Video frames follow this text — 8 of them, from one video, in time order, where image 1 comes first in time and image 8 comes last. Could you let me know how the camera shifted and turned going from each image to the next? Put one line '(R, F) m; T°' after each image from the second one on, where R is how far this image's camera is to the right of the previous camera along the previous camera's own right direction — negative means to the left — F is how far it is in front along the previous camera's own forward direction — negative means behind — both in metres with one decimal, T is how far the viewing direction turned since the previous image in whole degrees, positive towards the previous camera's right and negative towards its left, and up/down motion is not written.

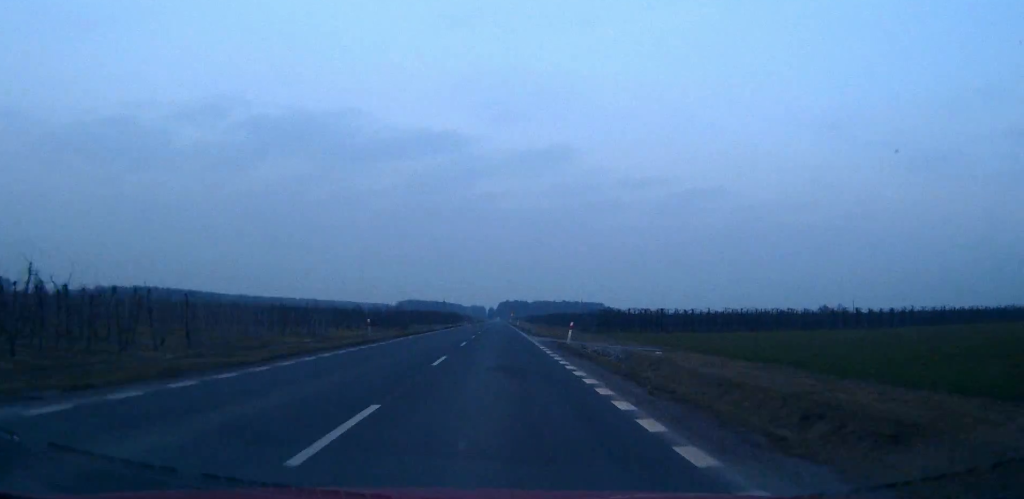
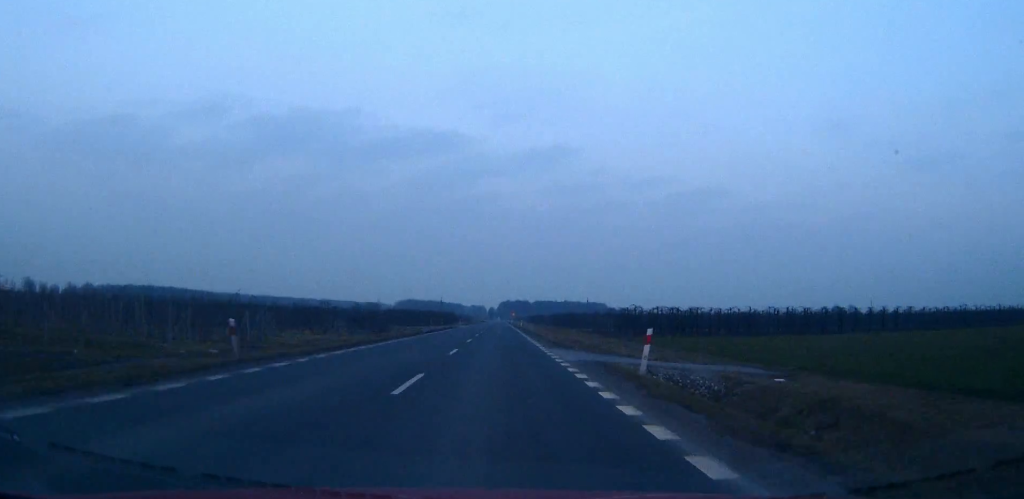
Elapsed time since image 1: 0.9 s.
(0.0, +18.6) m; 0°
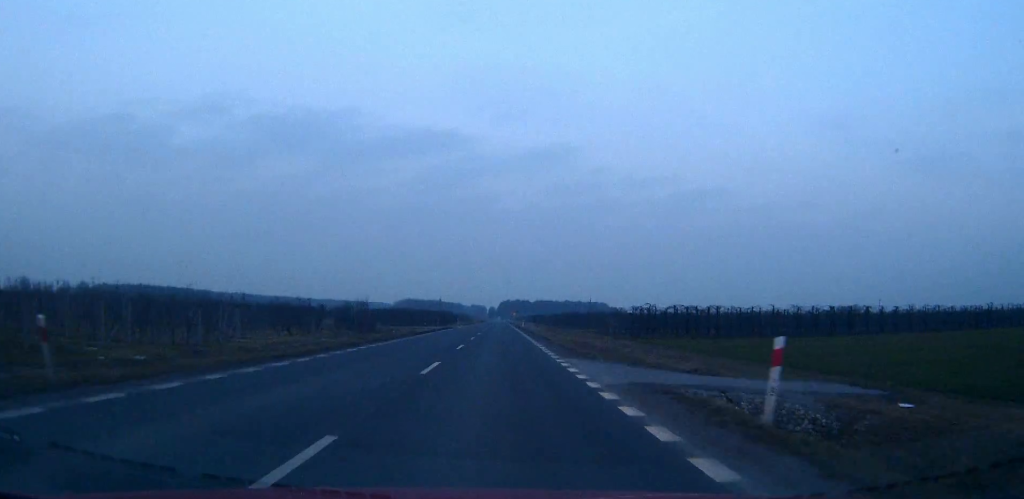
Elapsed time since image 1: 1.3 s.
(0.0, +8.1) m; 0°
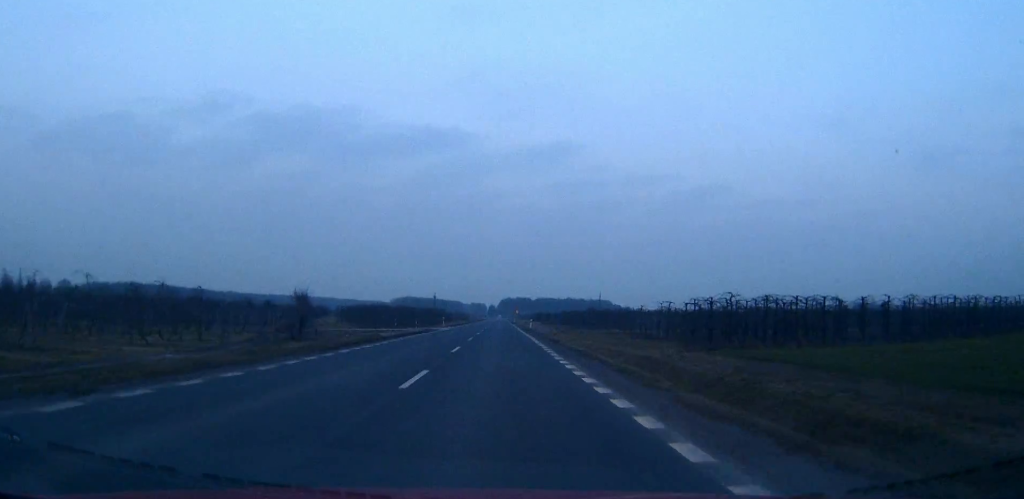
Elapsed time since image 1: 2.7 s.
(0.0, +27.3) m; 0°
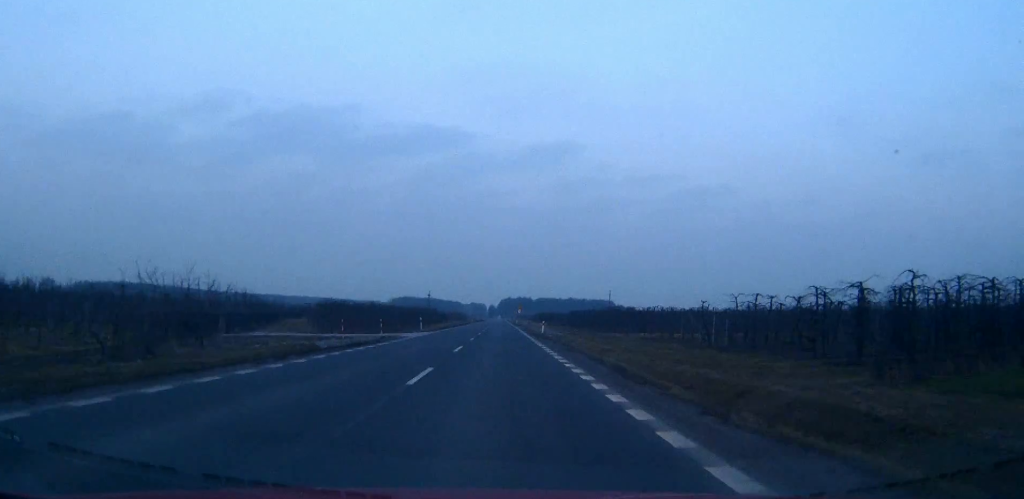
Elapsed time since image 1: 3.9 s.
(0.0, +23.4) m; 0°
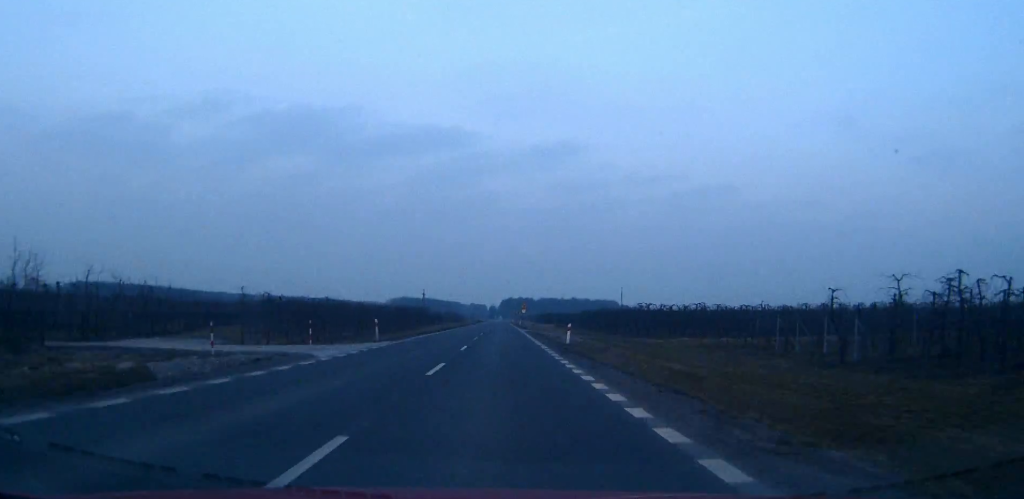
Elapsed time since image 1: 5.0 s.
(0.0, +21.6) m; 0°
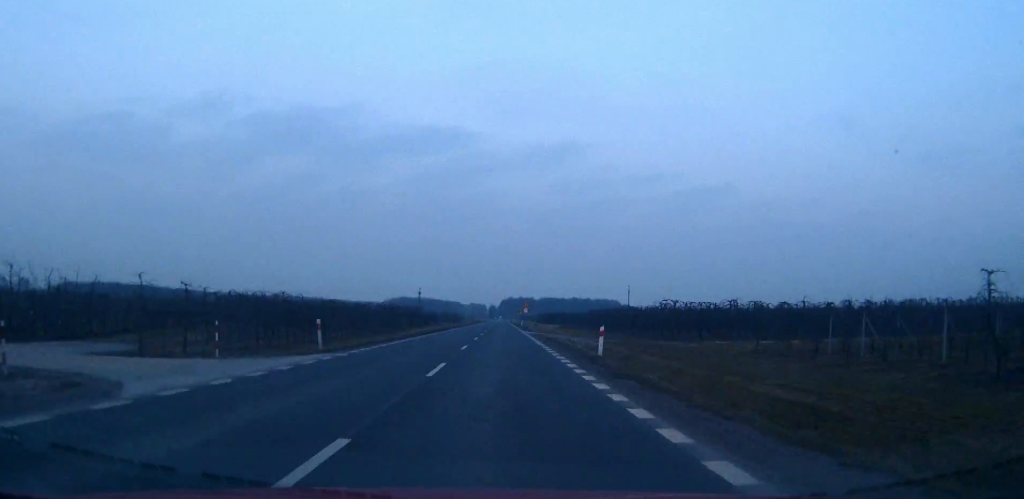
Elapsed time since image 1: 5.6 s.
(0.0, +12.0) m; 0°
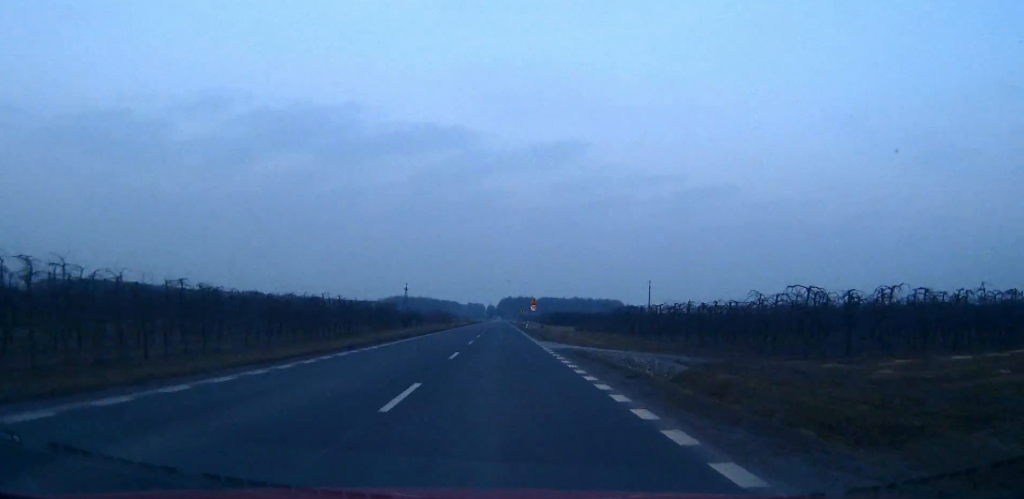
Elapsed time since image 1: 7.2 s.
(0.0, +29.7) m; 0°
